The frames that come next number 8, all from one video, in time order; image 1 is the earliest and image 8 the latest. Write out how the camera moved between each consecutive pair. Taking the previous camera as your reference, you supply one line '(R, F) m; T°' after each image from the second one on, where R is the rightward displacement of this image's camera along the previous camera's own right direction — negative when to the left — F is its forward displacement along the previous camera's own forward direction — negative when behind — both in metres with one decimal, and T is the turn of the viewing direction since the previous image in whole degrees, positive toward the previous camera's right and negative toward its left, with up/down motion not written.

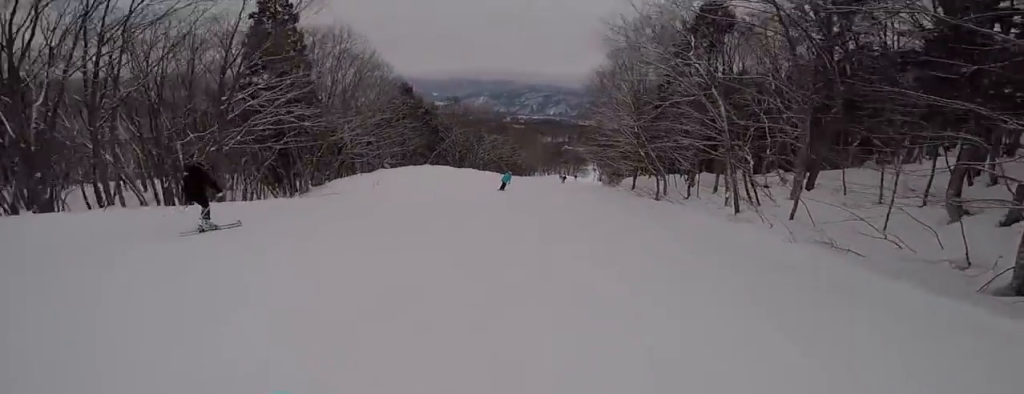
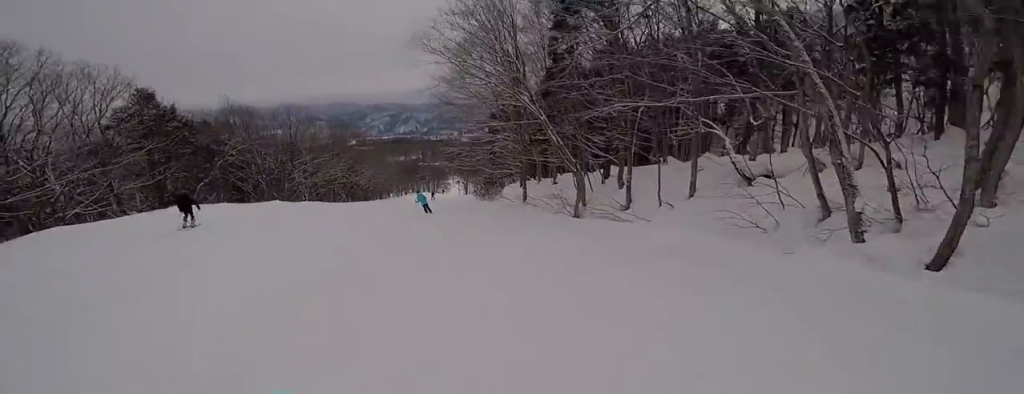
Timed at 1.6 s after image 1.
(-0.6, +14.0) m; -2°
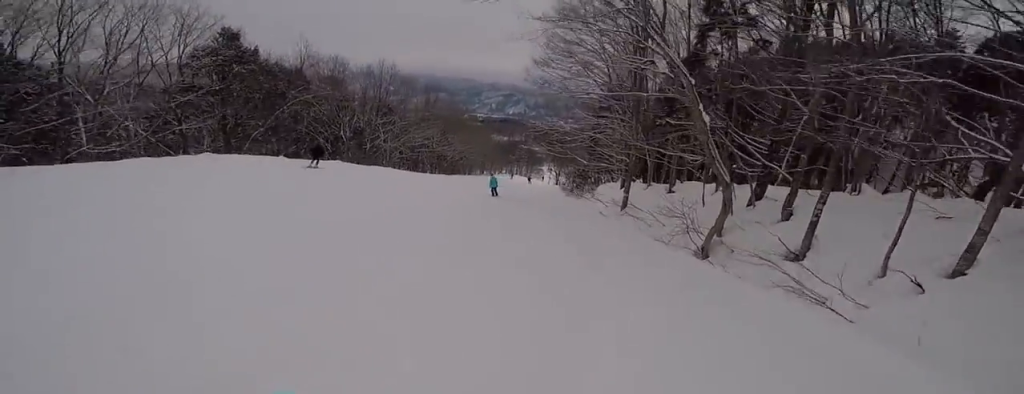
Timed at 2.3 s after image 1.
(+0.1, +6.6) m; +1°
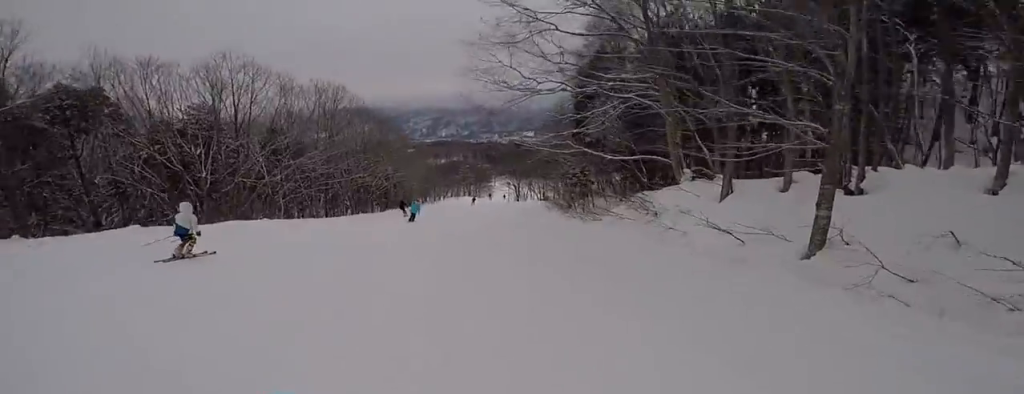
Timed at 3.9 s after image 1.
(+0.1, +13.9) m; -1°
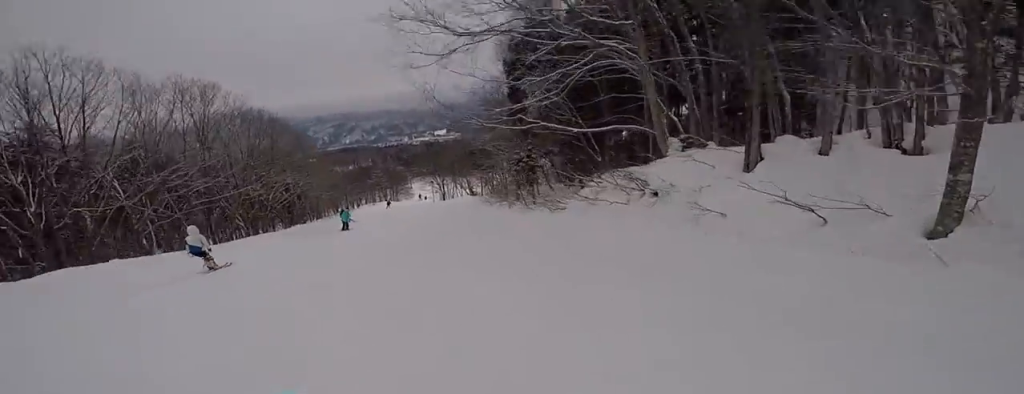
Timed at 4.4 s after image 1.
(-0.2, +4.1) m; 0°
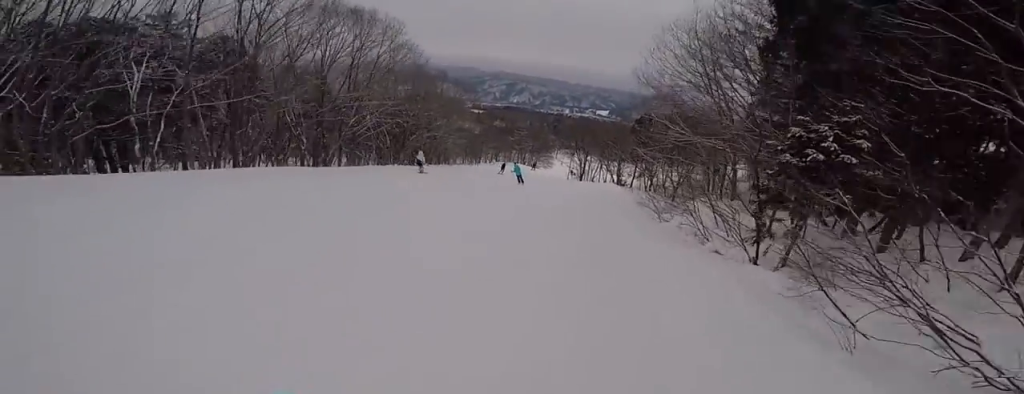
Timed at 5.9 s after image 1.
(+0.3, +13.3) m; +1°
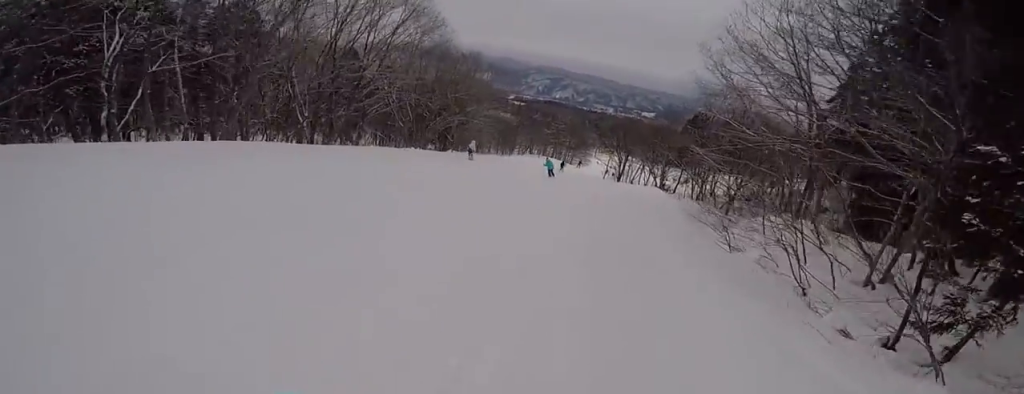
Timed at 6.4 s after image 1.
(+0.1, +3.8) m; -5°
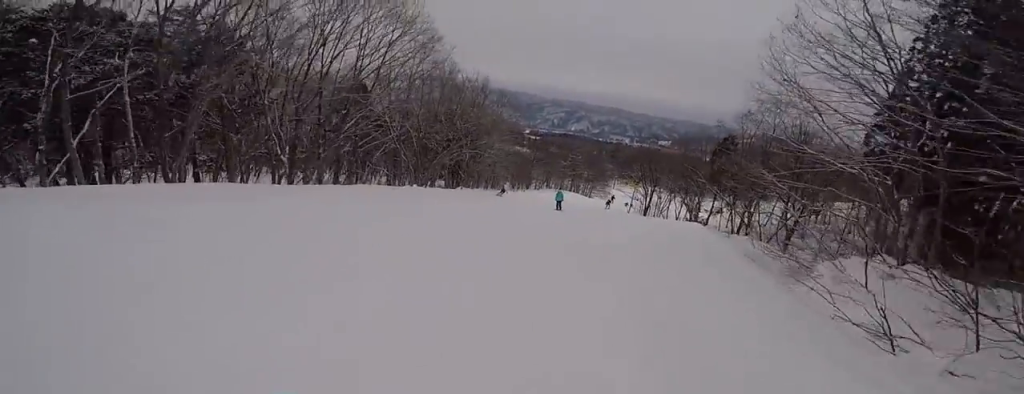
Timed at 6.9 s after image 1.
(+0.2, +3.8) m; -4°
